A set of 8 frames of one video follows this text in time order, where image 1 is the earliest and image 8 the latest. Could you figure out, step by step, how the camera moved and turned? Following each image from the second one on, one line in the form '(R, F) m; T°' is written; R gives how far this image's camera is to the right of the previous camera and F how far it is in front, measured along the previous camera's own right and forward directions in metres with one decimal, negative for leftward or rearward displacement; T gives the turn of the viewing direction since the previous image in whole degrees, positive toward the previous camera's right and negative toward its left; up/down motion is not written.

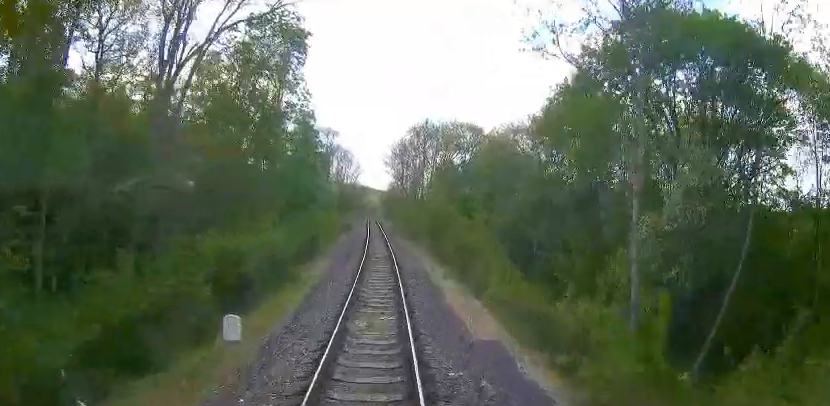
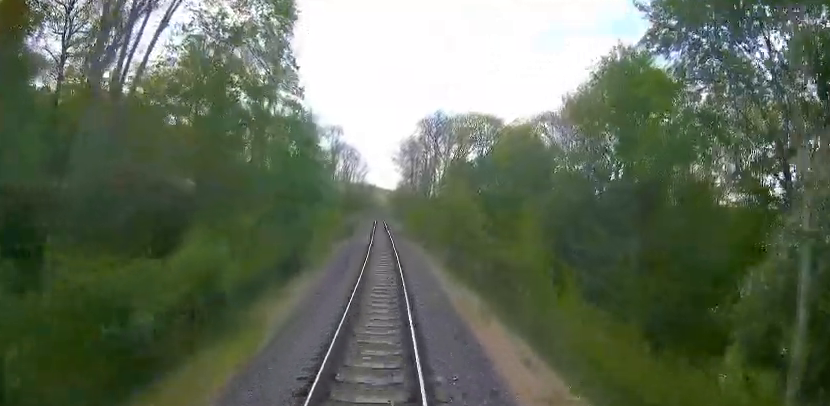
(+0.1, +7.3) m; -2°
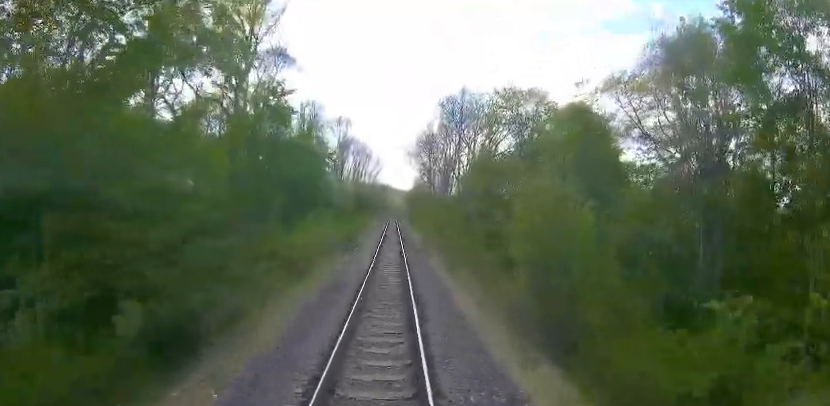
(-0.7, +13.8) m; -1°
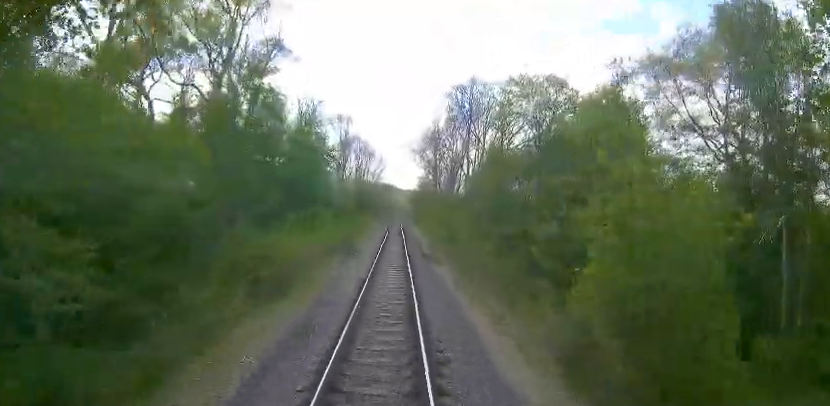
(+0.2, +5.2) m; 0°
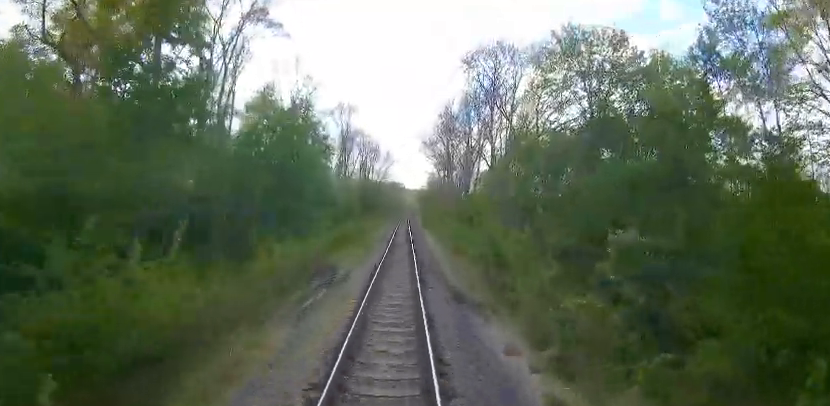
(0.0, +11.4) m; -1°
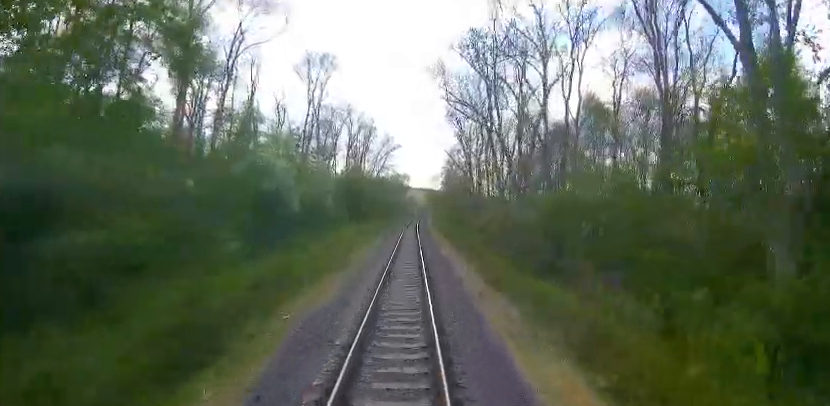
(-1.1, +37.3) m; -2°
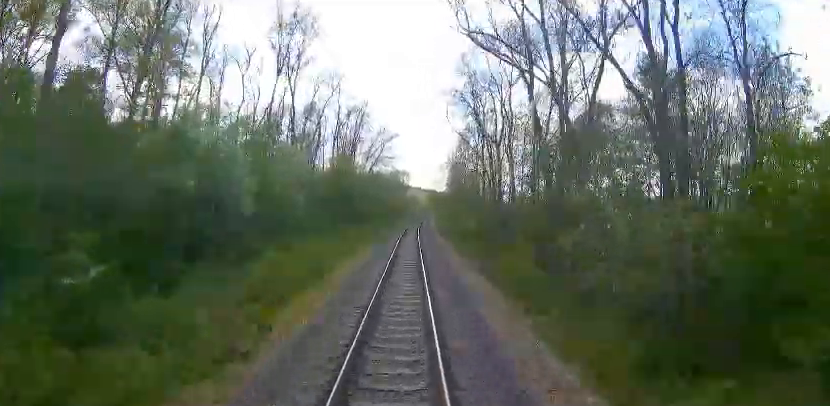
(0.0, +14.9) m; -1°
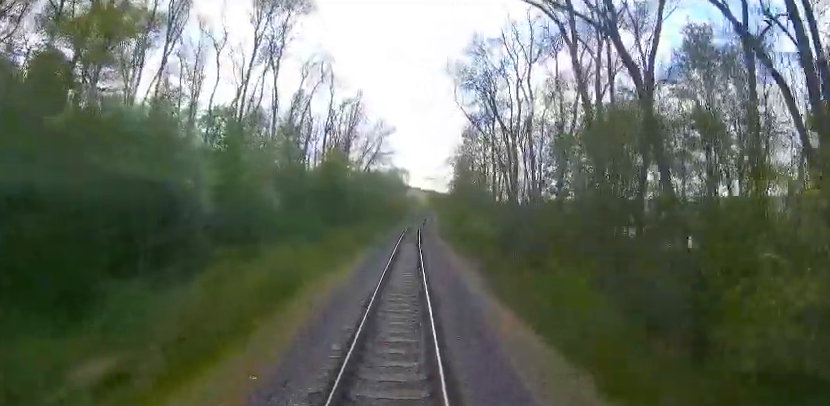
(+0.1, +7.7) m; -1°
